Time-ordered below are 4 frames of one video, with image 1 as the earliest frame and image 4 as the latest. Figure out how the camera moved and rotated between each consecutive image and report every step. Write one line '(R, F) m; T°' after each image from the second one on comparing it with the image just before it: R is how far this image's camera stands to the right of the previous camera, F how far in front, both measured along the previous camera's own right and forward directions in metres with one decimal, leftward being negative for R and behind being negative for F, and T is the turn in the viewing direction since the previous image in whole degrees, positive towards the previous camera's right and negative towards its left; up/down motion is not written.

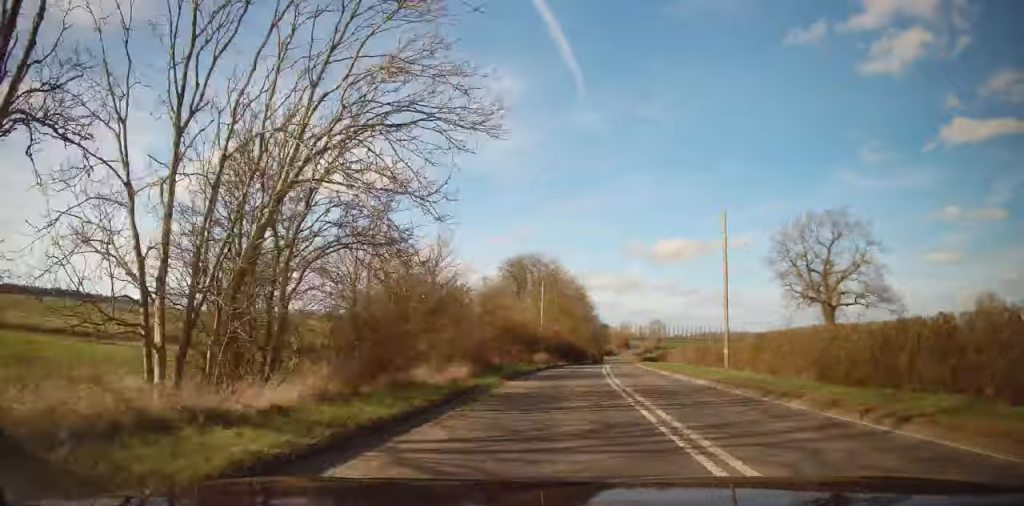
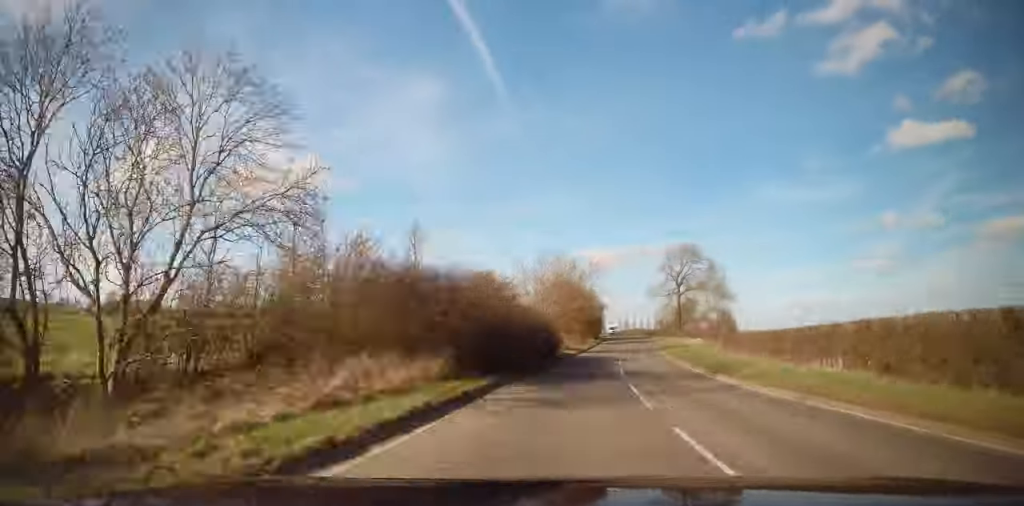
(+22.9, +236.6) m; 0°
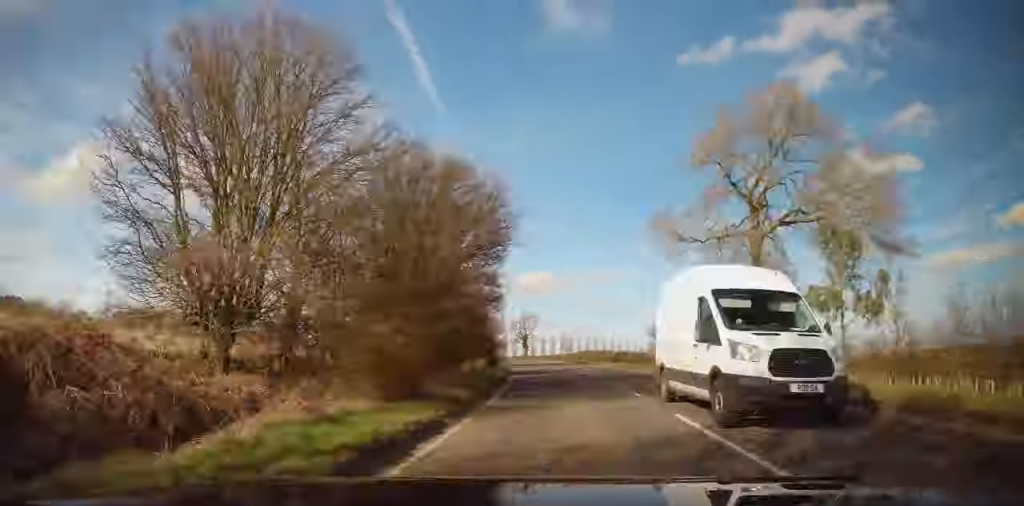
(+0.9, +67.9) m; -3°
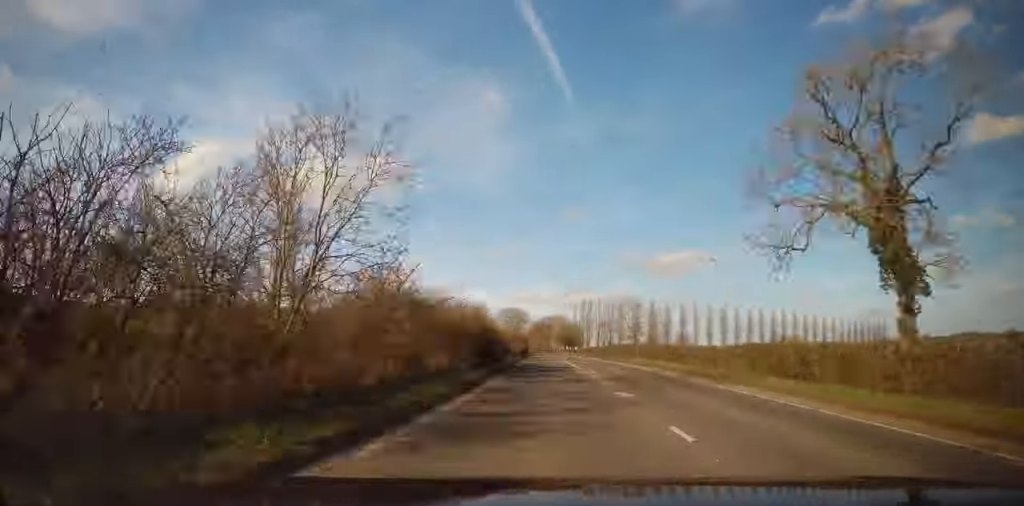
(-19.7, +106.2) m; -1°
